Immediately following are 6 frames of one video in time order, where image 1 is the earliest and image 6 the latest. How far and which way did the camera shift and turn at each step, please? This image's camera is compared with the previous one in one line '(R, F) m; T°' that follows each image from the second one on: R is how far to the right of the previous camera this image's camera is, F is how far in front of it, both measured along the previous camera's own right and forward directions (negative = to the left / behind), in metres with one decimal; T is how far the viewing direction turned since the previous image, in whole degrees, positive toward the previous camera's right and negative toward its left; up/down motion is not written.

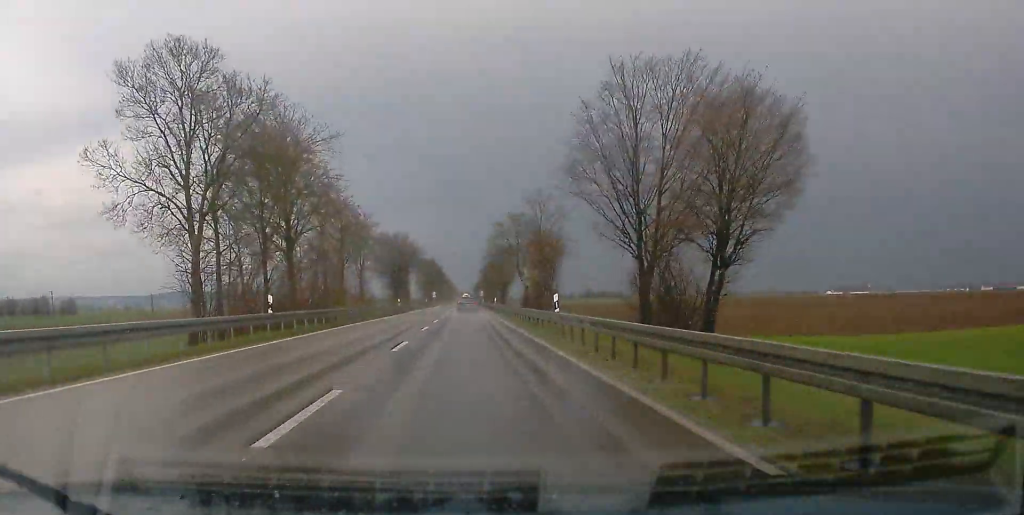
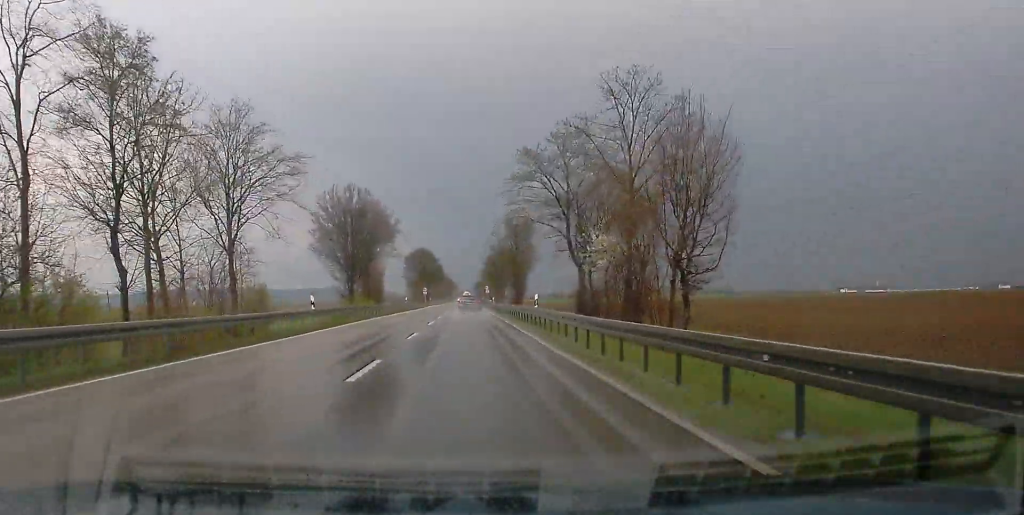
(0.0, +43.1) m; 0°
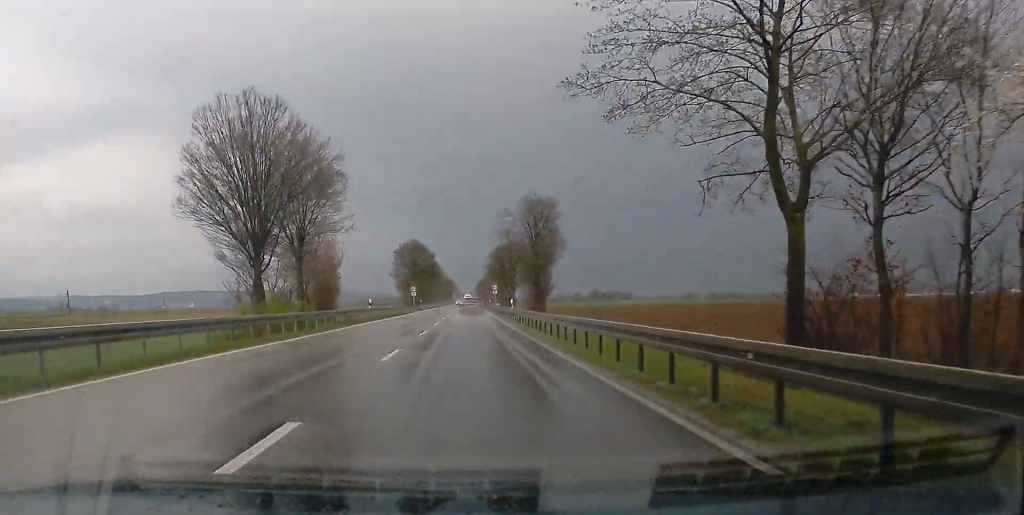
(-0.3, +31.1) m; 0°
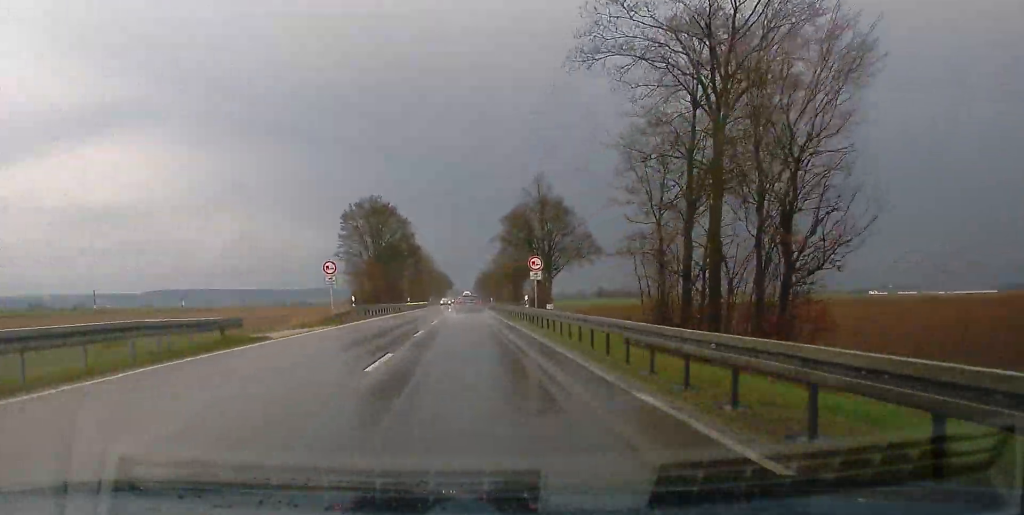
(+0.1, +62.7) m; 0°
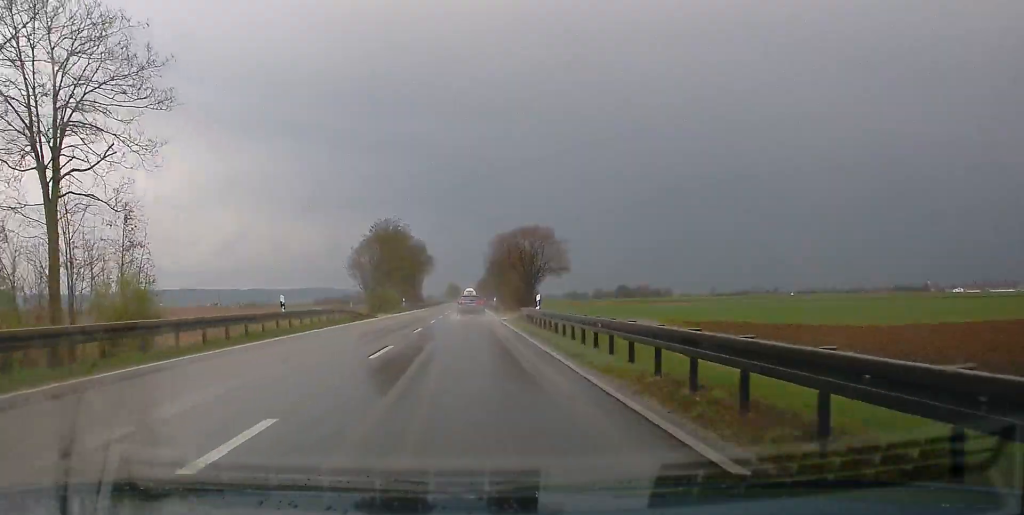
(+0.7, +203.3) m; -4°
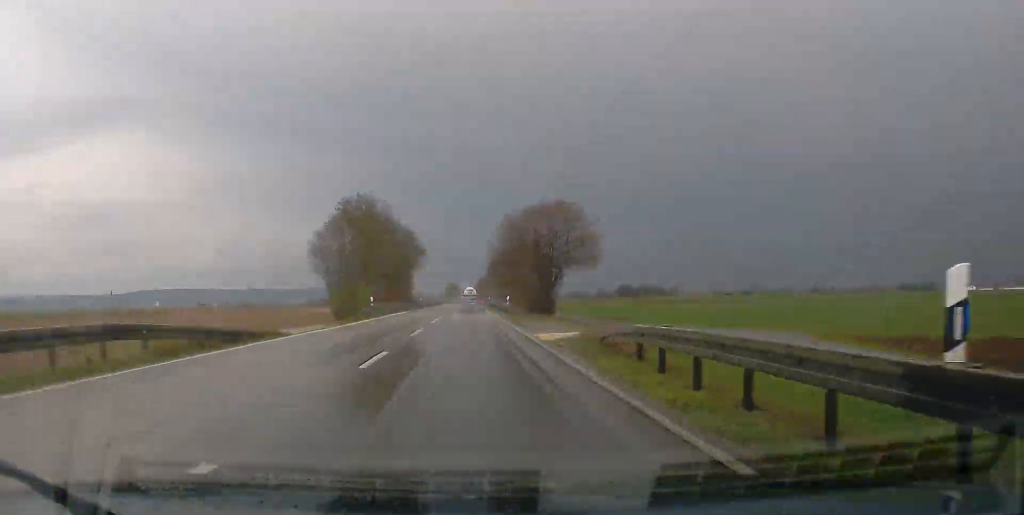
(+0.9, +26.0) m; +2°
